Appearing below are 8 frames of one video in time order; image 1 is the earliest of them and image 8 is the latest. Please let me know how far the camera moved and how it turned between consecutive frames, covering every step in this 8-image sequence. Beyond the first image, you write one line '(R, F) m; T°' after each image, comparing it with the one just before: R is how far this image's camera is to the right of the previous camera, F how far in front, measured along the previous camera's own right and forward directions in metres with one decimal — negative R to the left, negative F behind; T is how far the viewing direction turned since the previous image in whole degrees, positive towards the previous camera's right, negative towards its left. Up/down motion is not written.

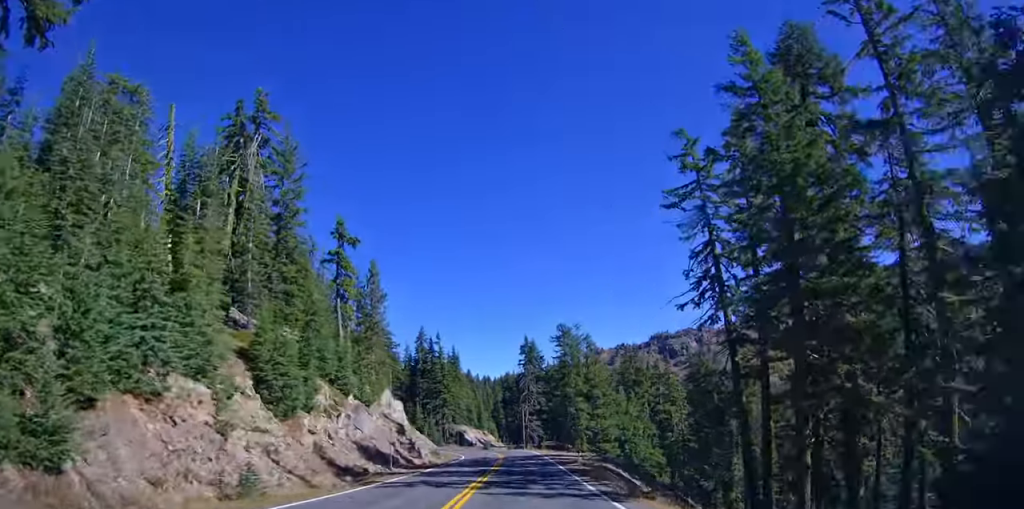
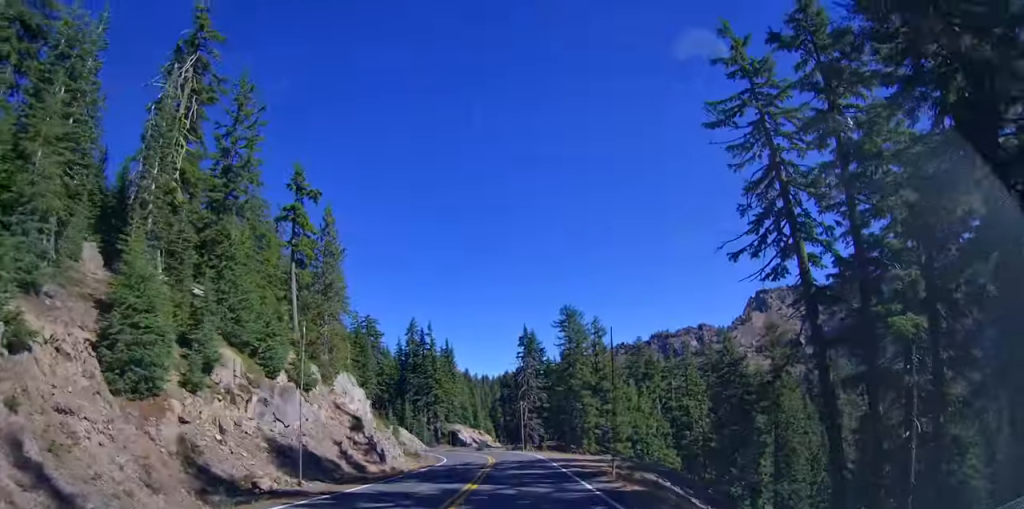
(-0.4, +12.6) m; -3°
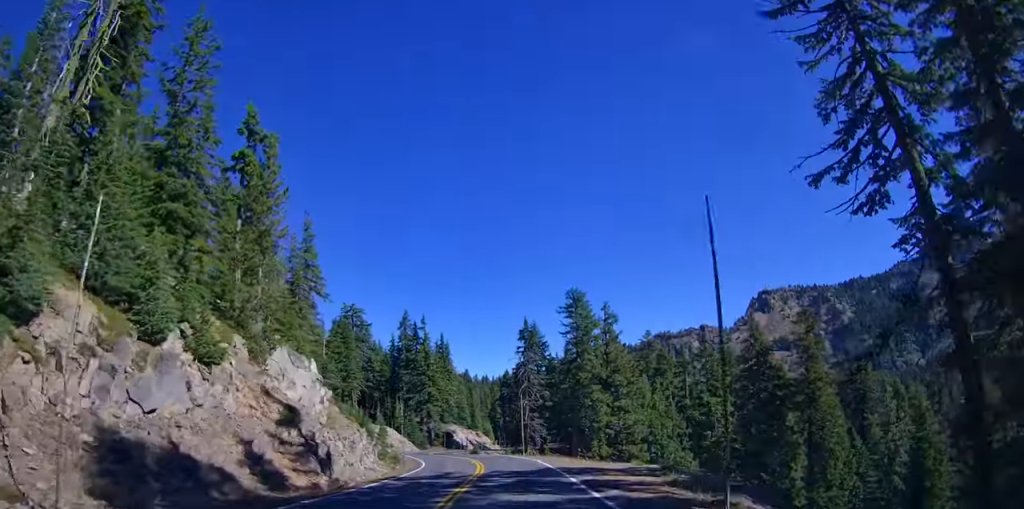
(-0.2, +10.7) m; -1°
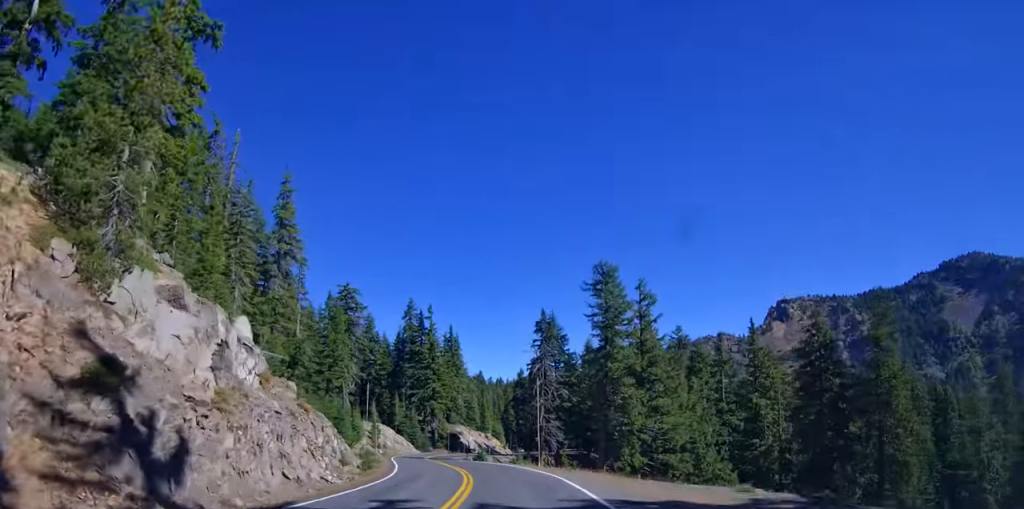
(-0.4, +13.6) m; 0°
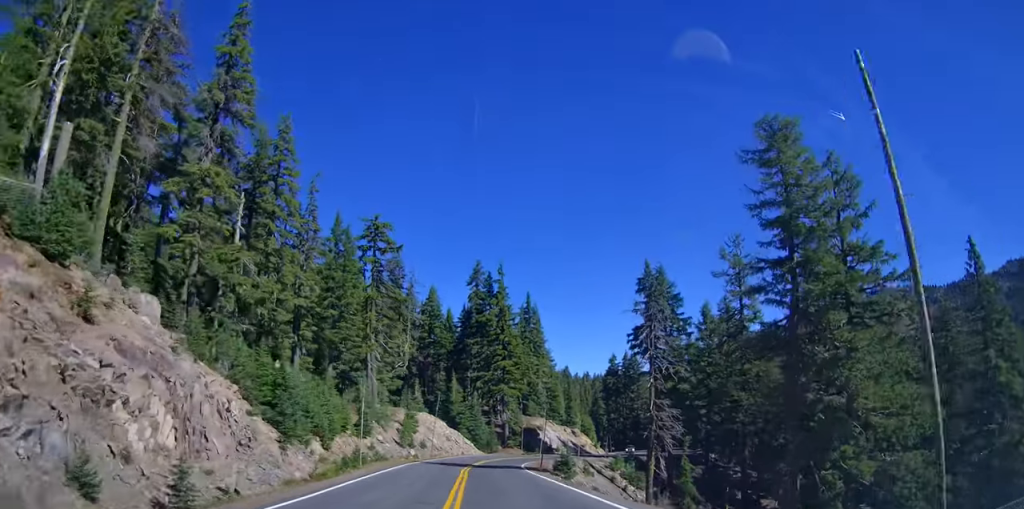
(0.0, +28.7) m; -4°
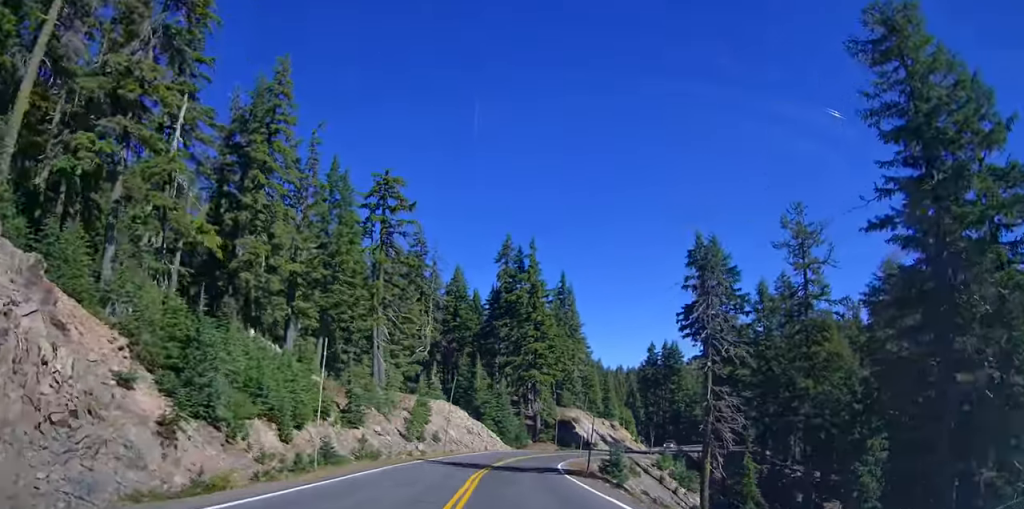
(-0.4, +10.5) m; -2°
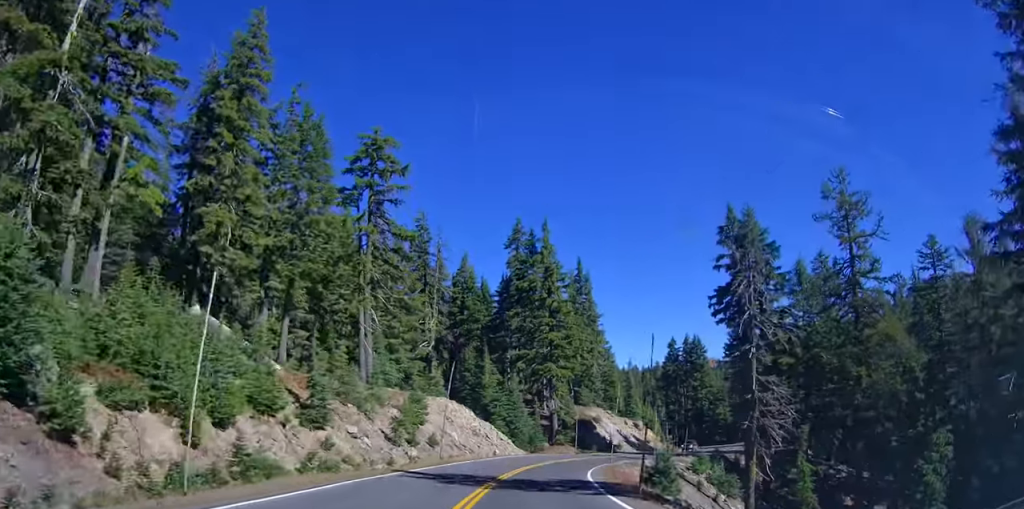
(-0.2, +8.7) m; -2°
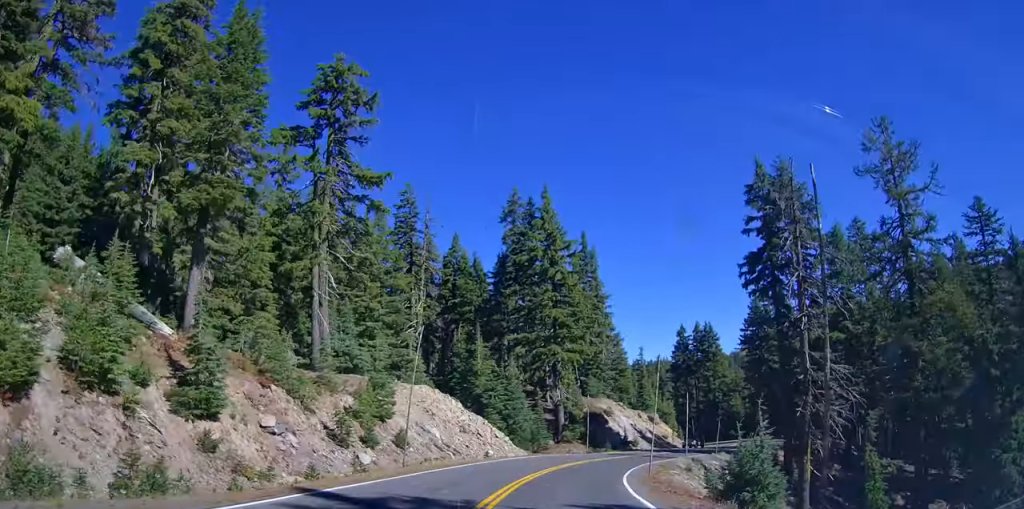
(0.0, +10.1) m; 0°
